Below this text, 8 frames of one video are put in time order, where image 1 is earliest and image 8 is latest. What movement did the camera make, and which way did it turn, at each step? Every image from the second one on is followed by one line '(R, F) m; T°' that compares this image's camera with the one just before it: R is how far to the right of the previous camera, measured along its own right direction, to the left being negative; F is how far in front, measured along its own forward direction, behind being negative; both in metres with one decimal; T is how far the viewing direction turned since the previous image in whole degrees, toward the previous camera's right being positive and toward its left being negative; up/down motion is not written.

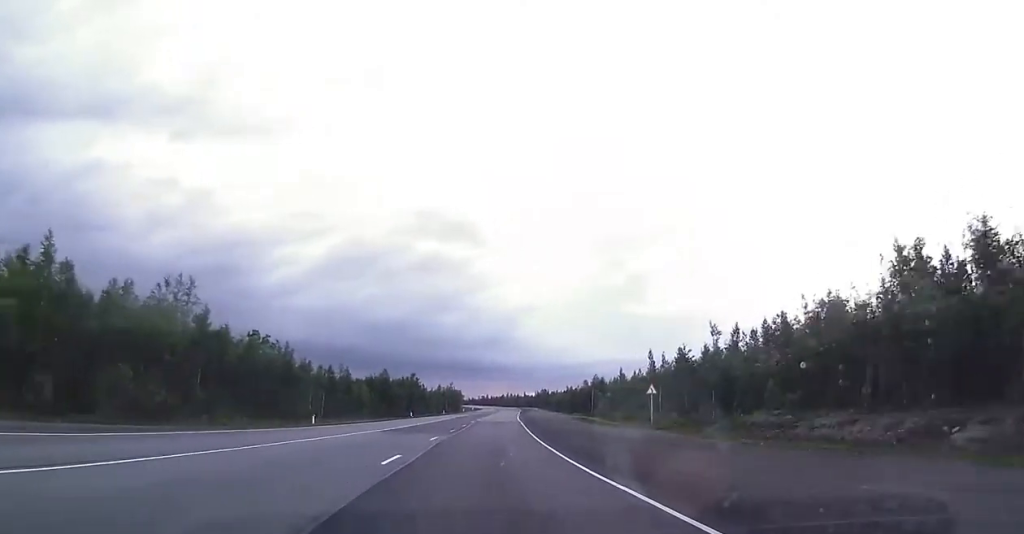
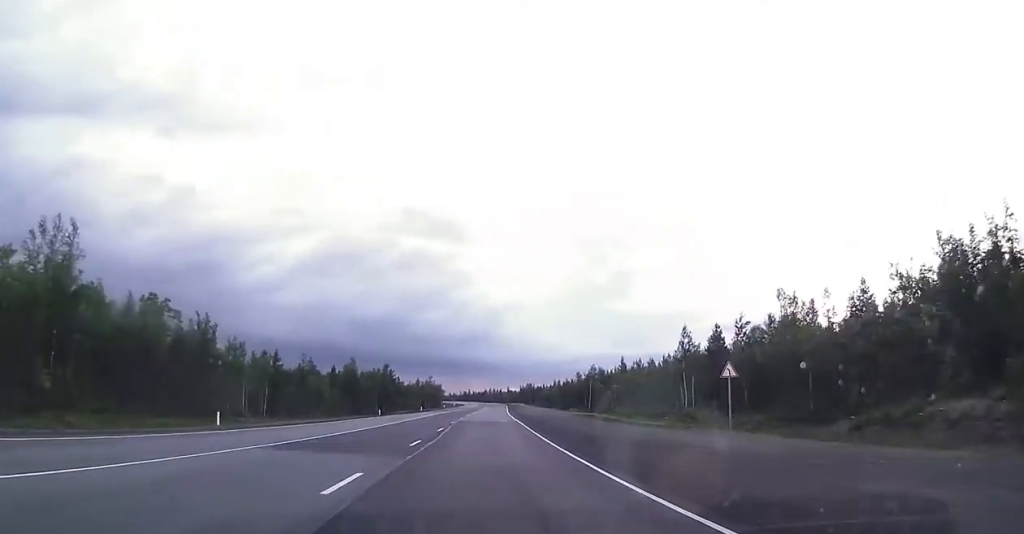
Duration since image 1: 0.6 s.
(+0.3, +17.4) m; +2°
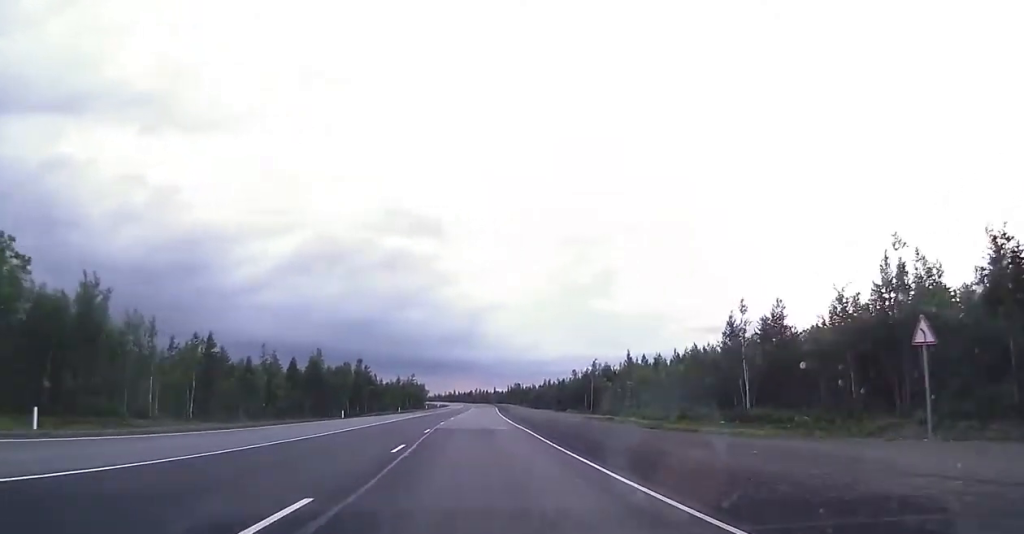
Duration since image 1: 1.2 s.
(+0.2, +15.3) m; +1°
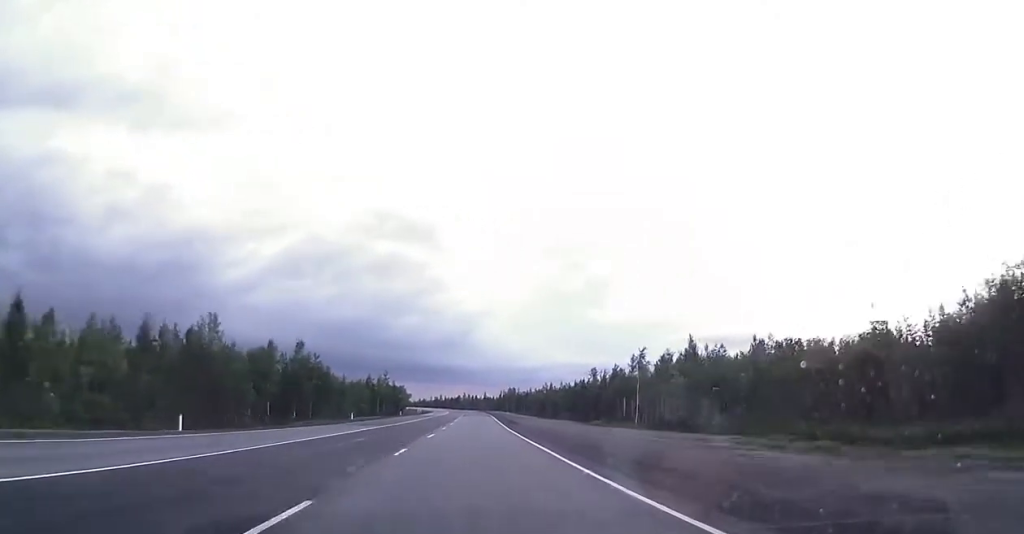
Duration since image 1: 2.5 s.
(+0.4, +35.4) m; +1°
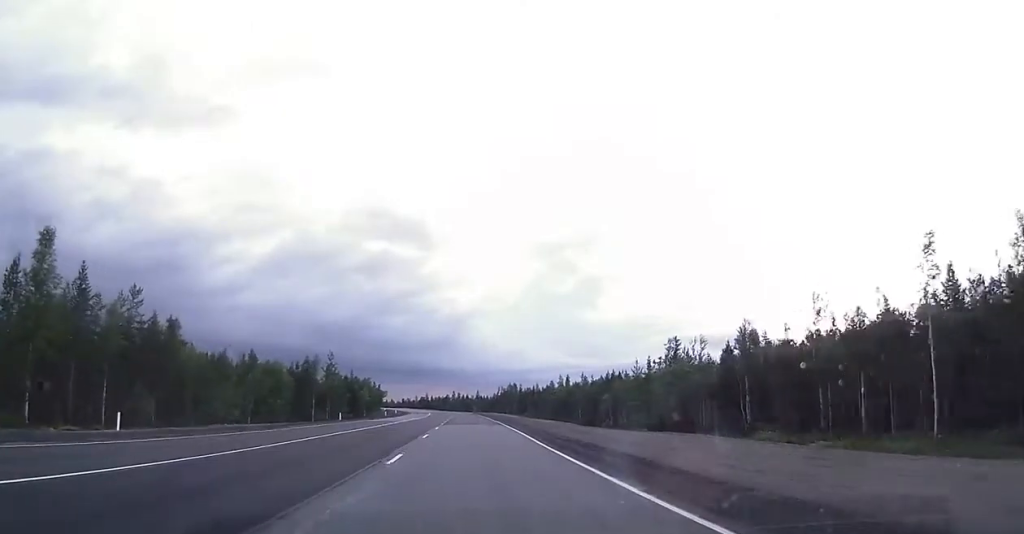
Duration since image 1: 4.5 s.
(+0.6, +49.9) m; +1°
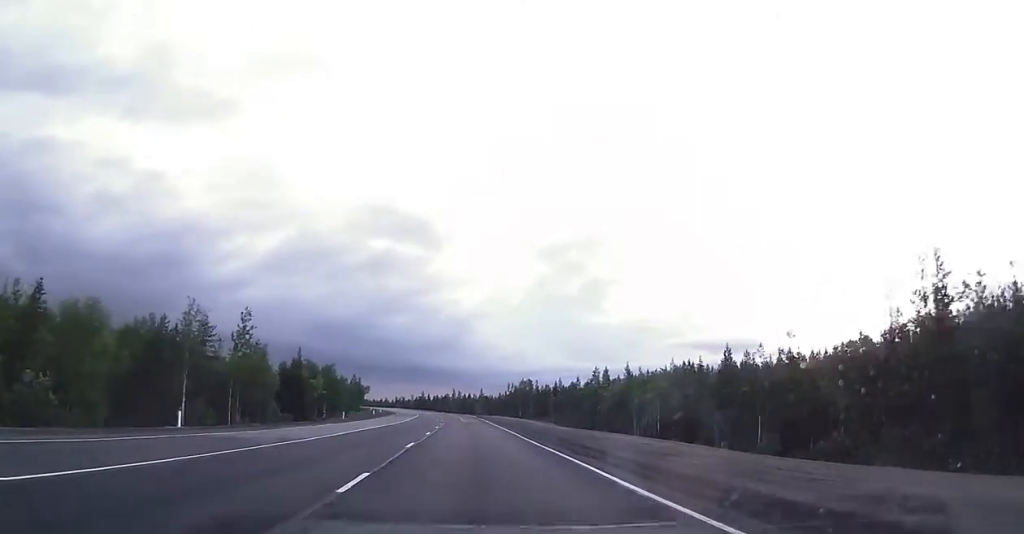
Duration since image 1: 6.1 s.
(-0.4, +40.2) m; 0°
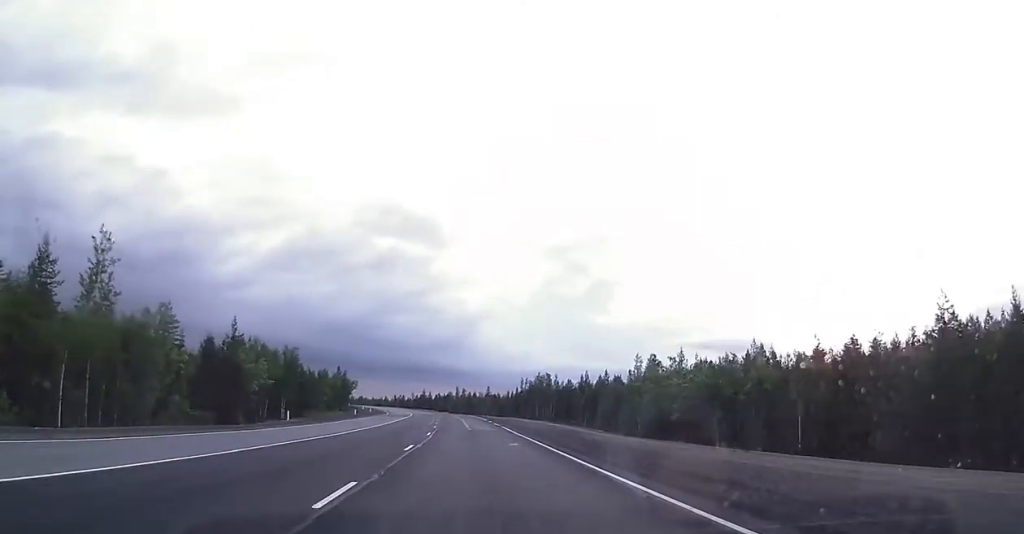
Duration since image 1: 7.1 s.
(0.0, +25.4) m; 0°
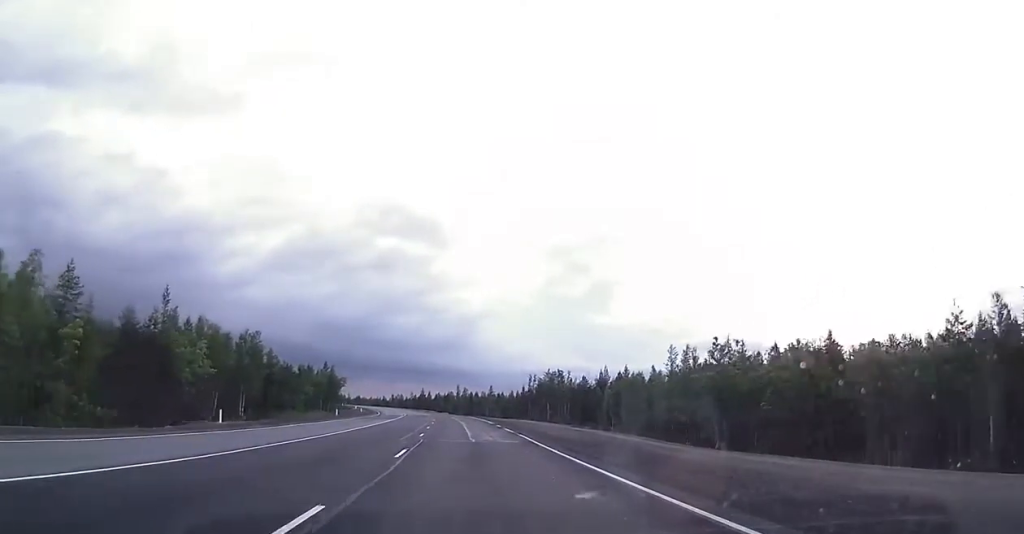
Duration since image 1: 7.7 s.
(0.0, +14.6) m; -1°
